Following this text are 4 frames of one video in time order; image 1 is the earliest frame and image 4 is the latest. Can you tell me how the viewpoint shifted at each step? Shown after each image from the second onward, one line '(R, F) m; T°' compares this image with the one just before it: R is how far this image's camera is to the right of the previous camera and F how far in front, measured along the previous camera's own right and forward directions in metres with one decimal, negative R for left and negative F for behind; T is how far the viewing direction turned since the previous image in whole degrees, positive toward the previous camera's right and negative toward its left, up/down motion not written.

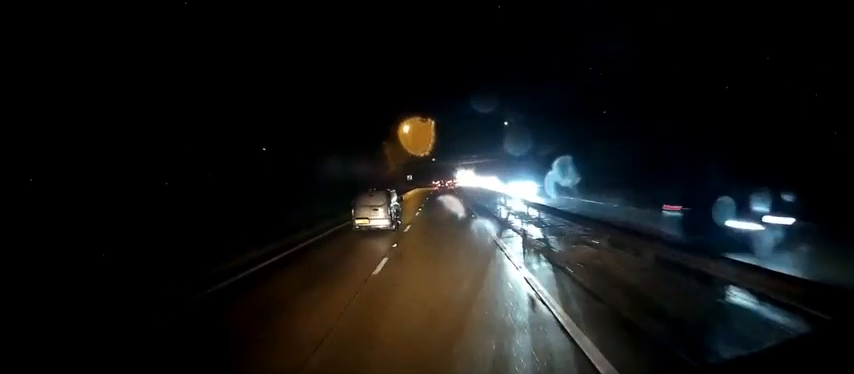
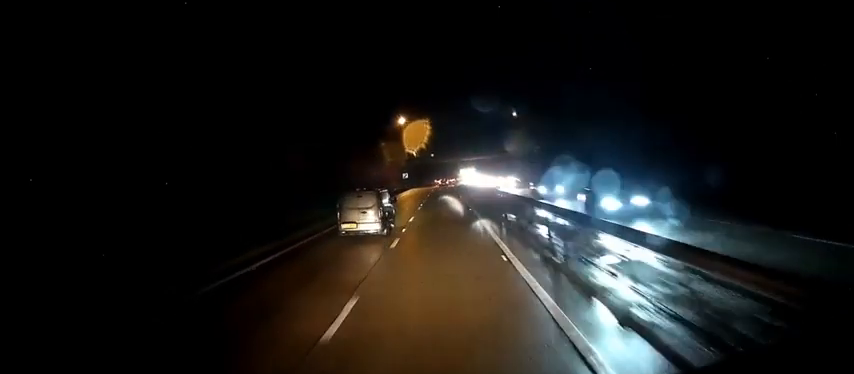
(+0.1, +14.8) m; 0°
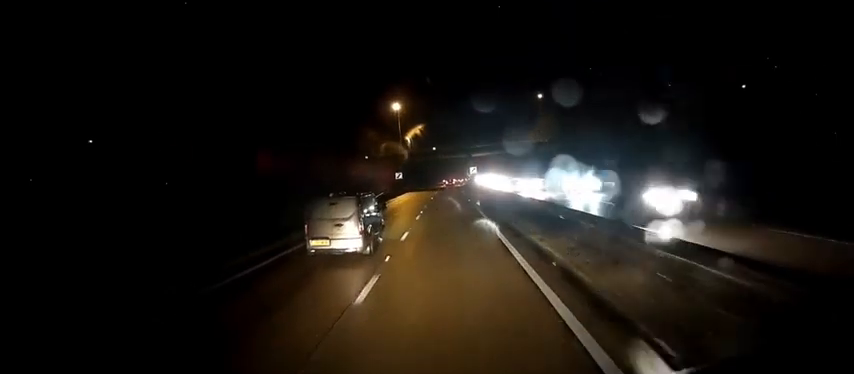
(-0.4, +25.4) m; -1°
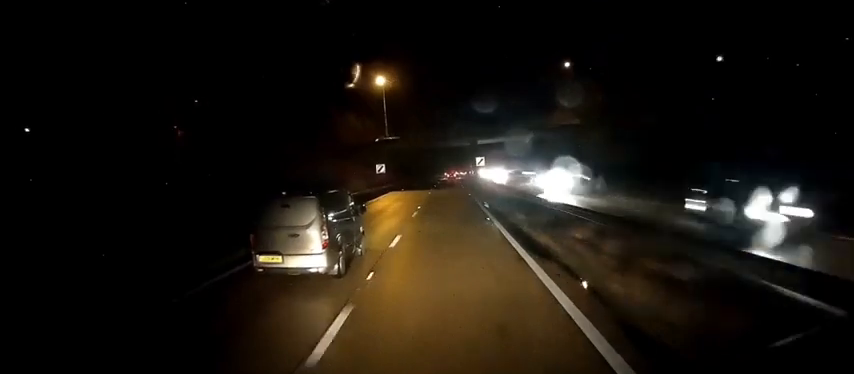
(0.0, +20.3) m; +1°
